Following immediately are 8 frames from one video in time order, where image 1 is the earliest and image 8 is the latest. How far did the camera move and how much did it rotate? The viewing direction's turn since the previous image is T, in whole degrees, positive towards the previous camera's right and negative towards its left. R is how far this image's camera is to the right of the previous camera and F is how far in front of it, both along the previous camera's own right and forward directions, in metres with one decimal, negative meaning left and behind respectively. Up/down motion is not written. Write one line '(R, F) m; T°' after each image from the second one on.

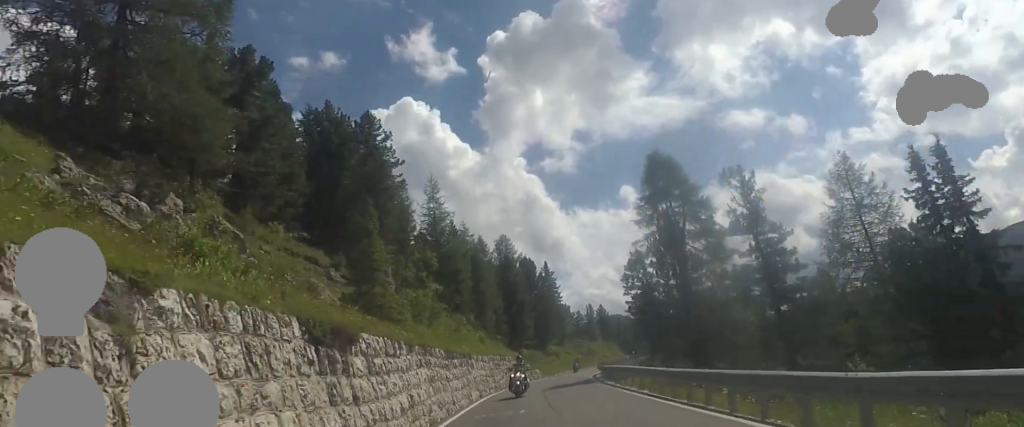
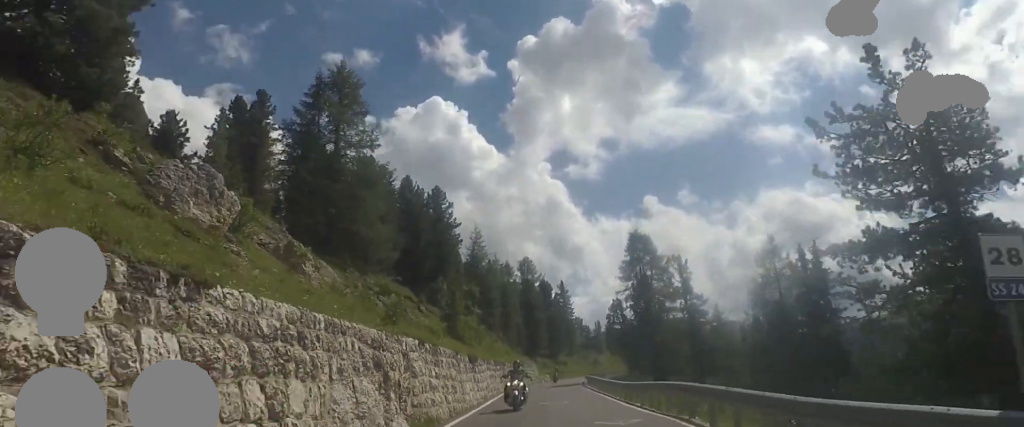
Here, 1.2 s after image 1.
(0.0, +19.1) m; -2°
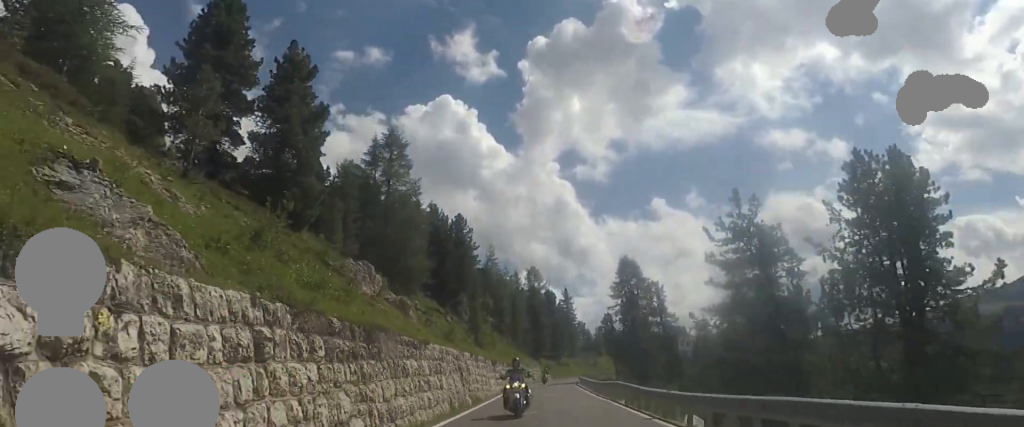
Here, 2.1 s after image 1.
(-0.4, +12.2) m; 0°
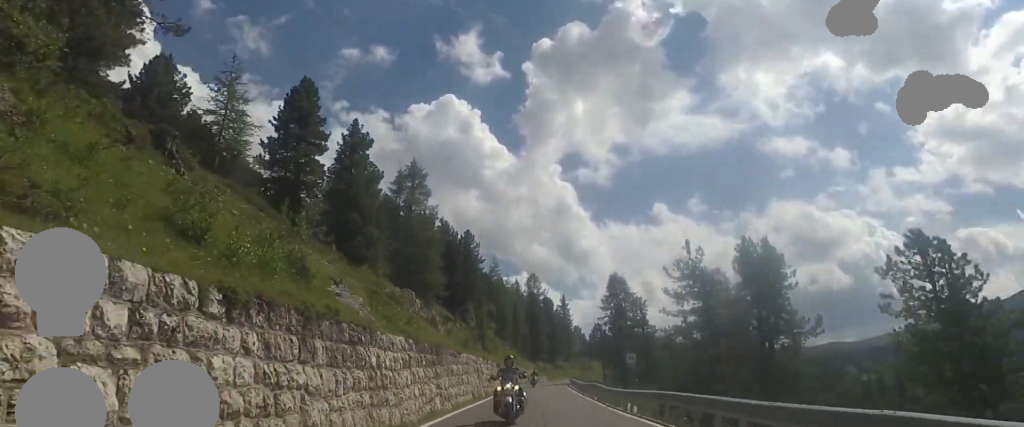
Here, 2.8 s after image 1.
(+0.1, +9.2) m; +1°
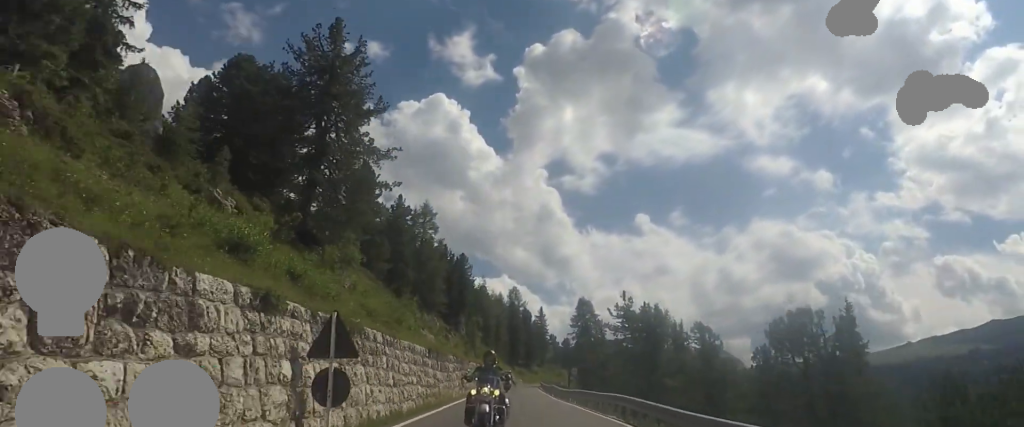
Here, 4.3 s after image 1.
(-0.1, +17.3) m; -3°
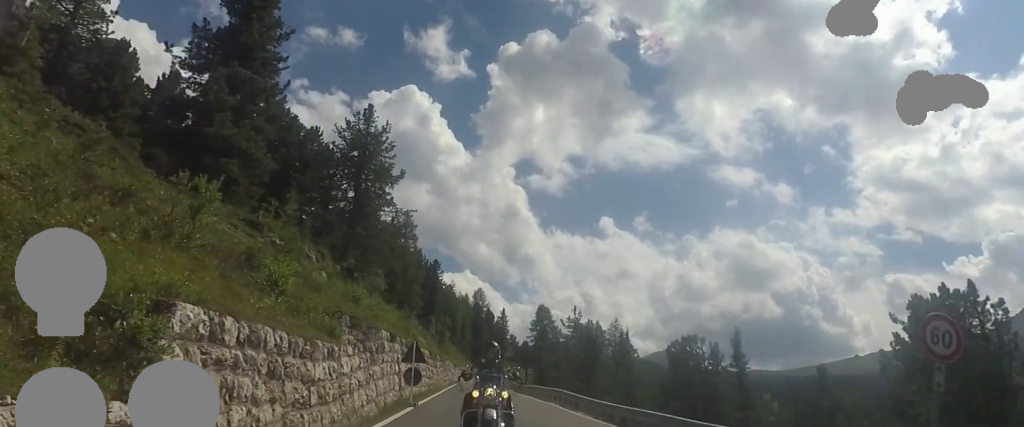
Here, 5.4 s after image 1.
(+0.1, +11.1) m; +9°
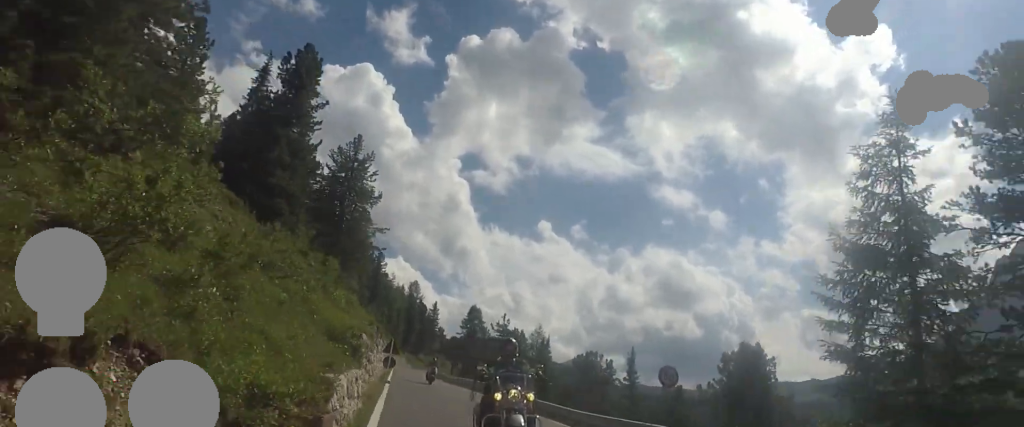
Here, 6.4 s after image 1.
(+1.5, +8.7) m; +13°
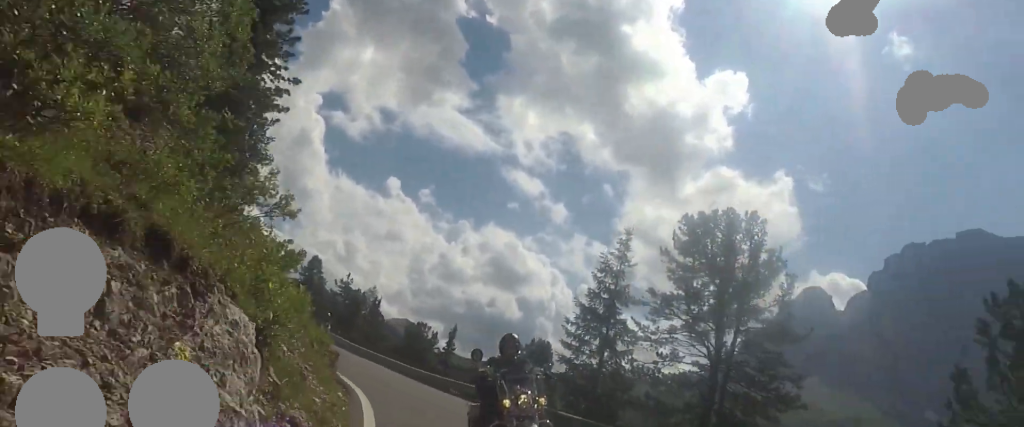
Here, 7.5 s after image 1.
(+0.7, +9.5) m; +13°
